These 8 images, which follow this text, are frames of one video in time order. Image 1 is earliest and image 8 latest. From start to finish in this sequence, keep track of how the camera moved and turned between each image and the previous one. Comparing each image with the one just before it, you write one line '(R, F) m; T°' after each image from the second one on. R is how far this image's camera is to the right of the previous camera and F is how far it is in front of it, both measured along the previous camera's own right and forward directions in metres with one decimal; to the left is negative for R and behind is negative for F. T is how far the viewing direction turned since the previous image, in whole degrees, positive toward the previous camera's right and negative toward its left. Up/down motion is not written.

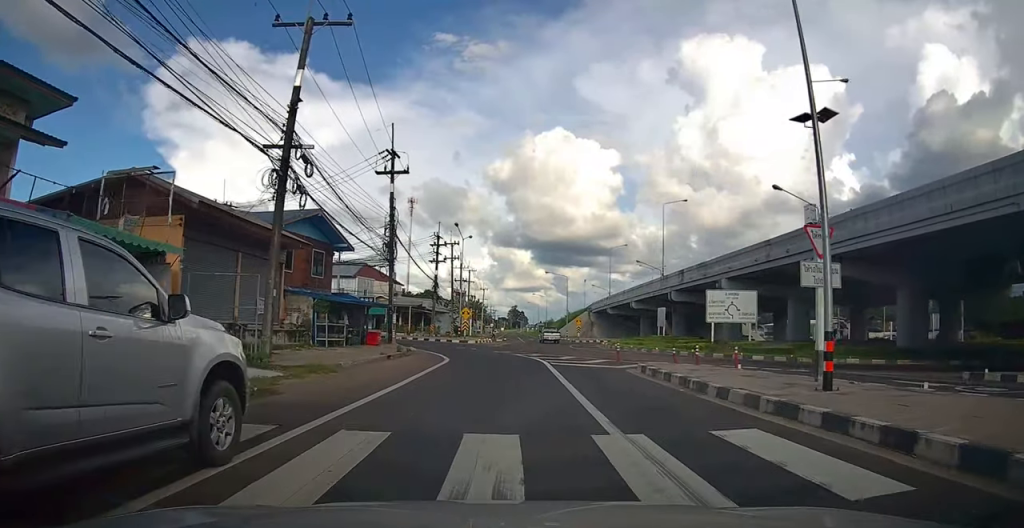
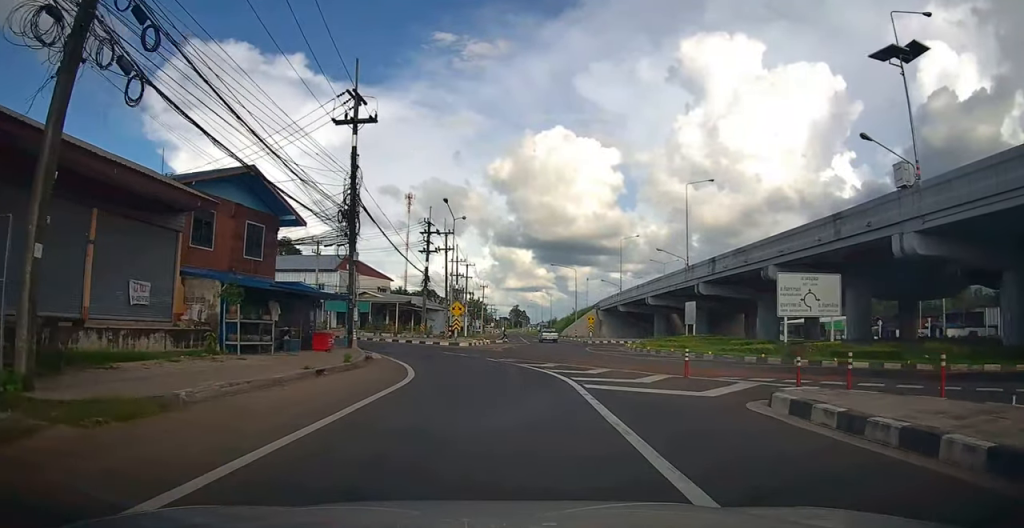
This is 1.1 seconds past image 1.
(0.0, +9.0) m; -1°
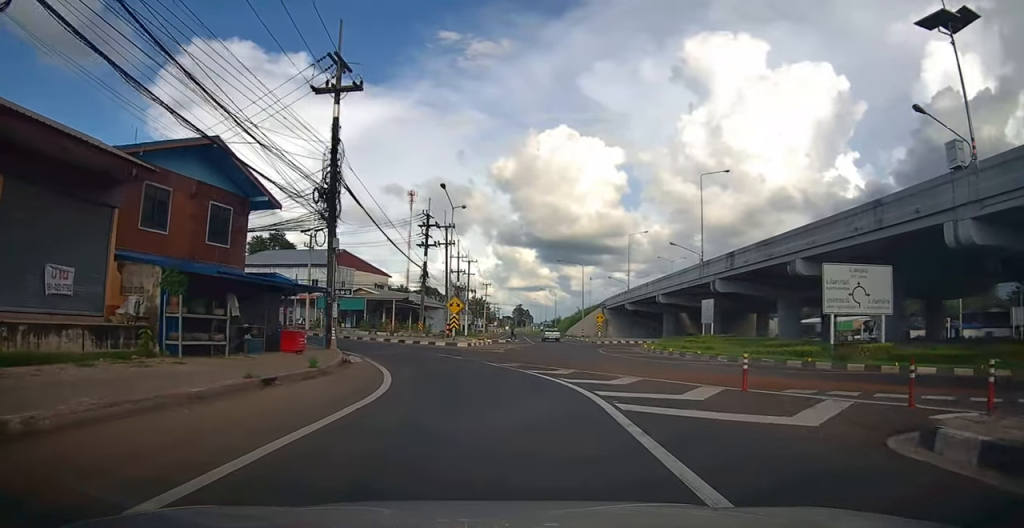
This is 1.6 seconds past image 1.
(0.0, +3.4) m; -1°
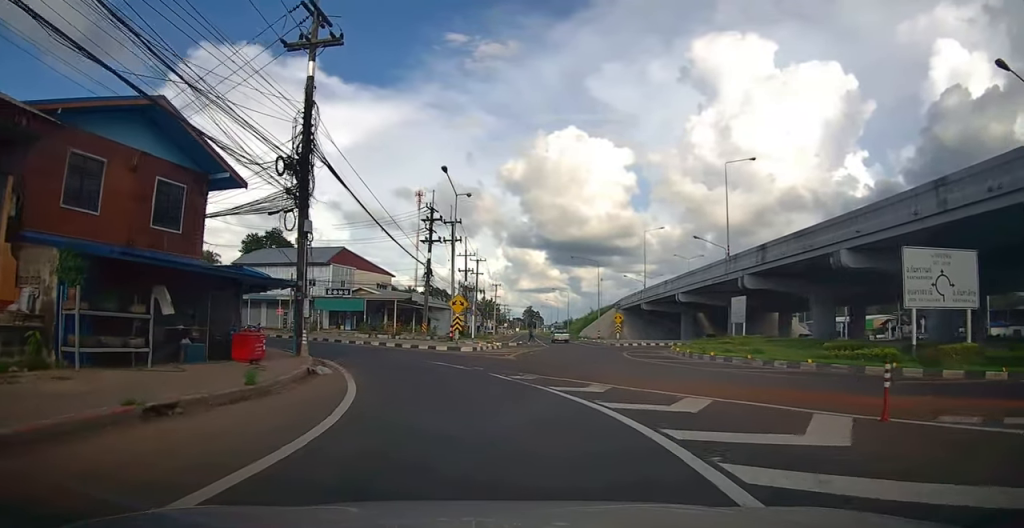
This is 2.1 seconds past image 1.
(0.0, +4.0) m; -2°
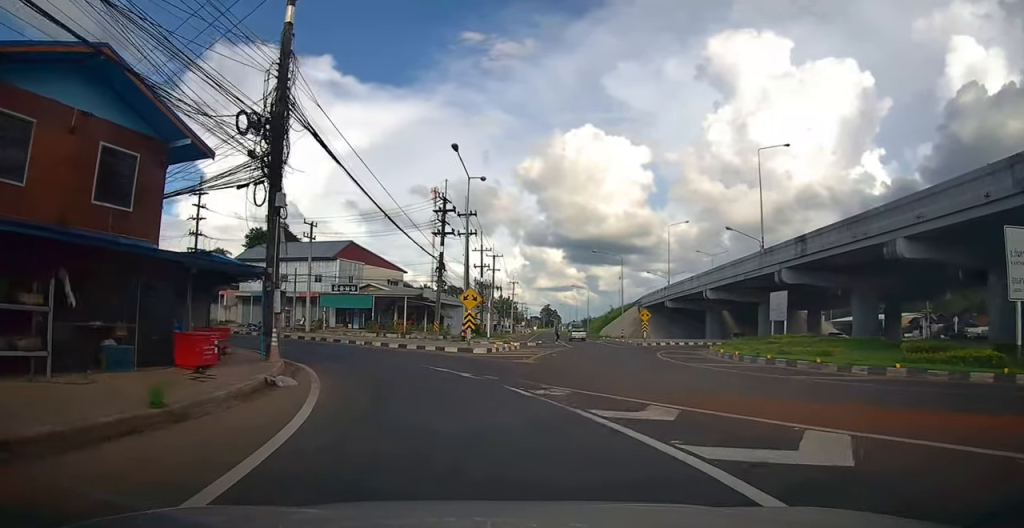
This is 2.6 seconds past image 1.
(-0.1, +3.4) m; -5°
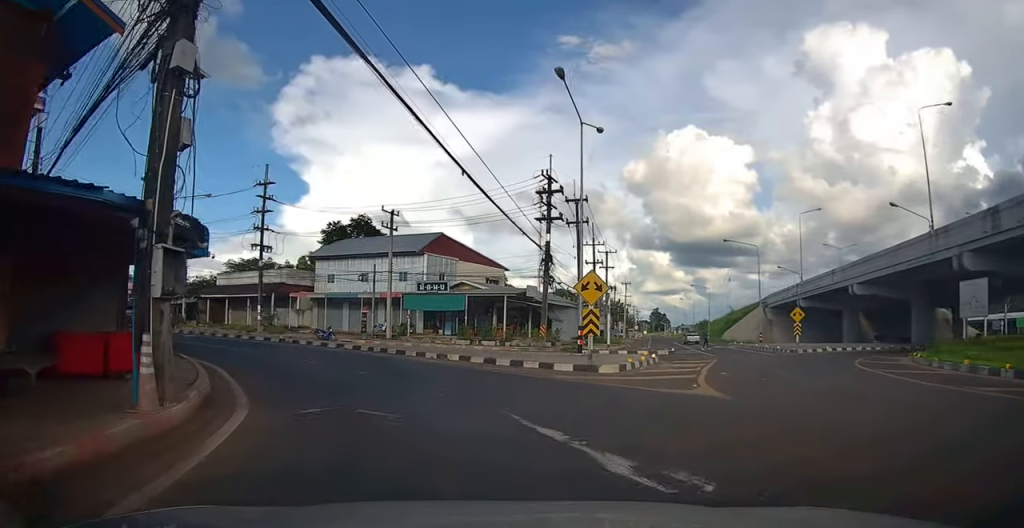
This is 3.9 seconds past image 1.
(-1.4, +8.2) m; -17°
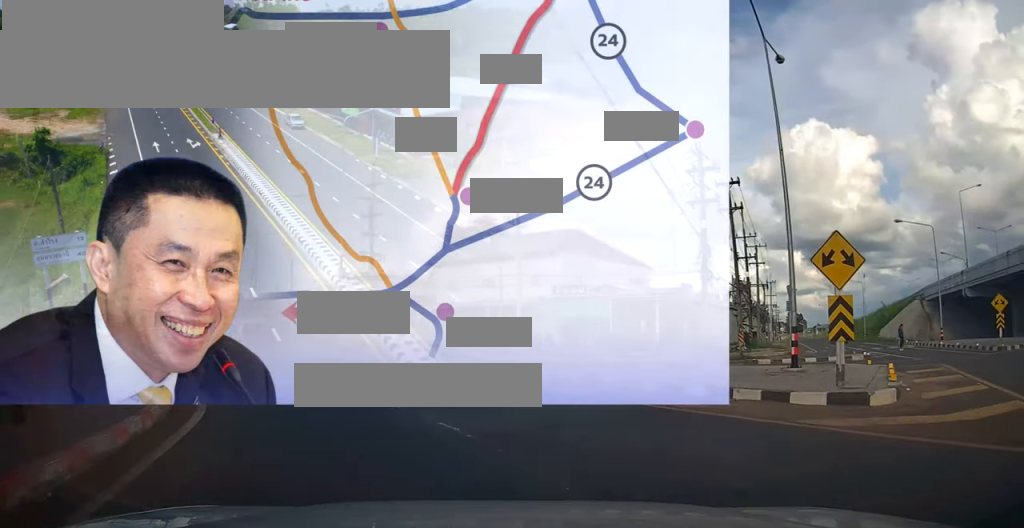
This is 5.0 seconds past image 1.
(-0.5, +6.5) m; -11°
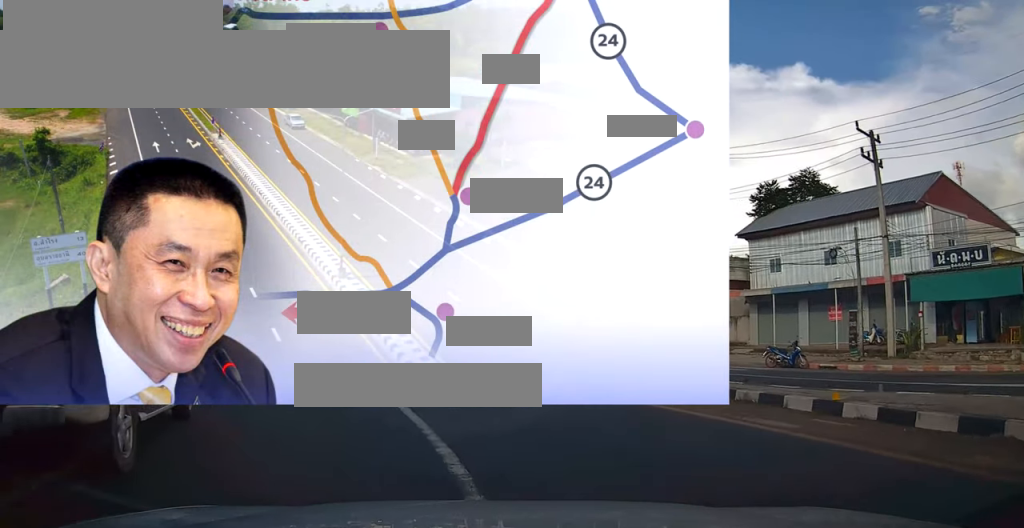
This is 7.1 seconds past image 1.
(-2.4, +12.7) m; -23°
